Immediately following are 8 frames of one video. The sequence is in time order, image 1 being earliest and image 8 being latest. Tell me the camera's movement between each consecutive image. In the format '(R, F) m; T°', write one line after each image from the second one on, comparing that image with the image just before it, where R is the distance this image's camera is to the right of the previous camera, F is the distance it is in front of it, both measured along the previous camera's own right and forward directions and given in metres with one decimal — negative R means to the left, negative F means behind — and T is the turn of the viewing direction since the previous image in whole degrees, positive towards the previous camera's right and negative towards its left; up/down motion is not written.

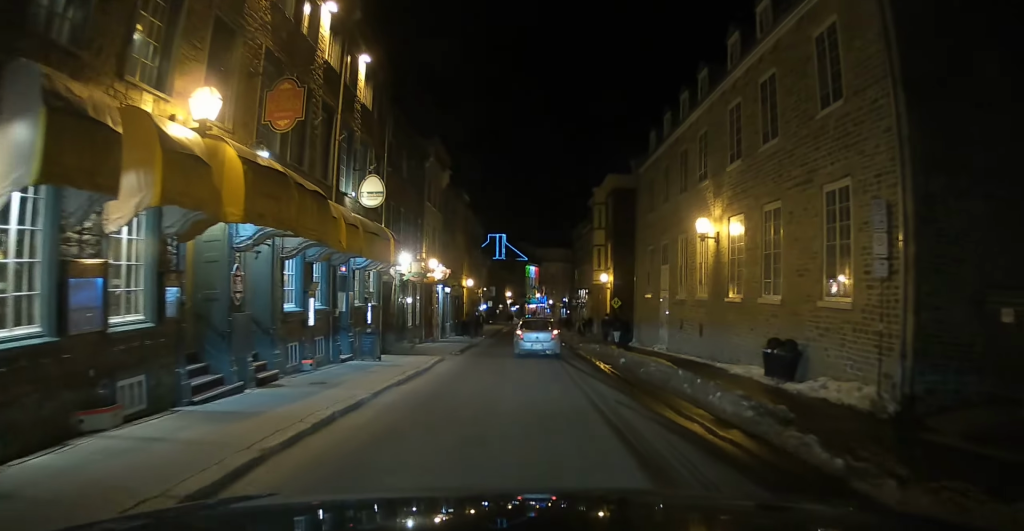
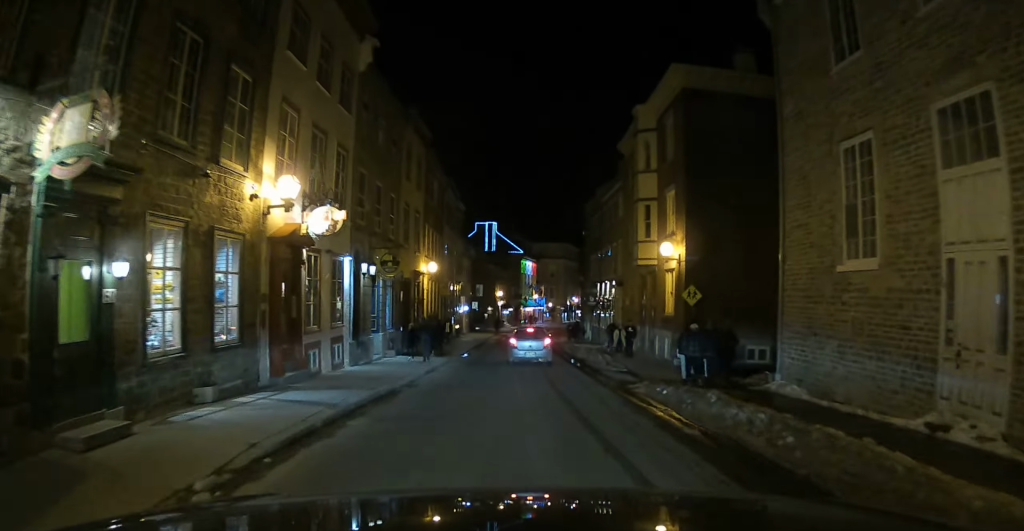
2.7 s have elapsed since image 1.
(-0.6, +21.8) m; -1°
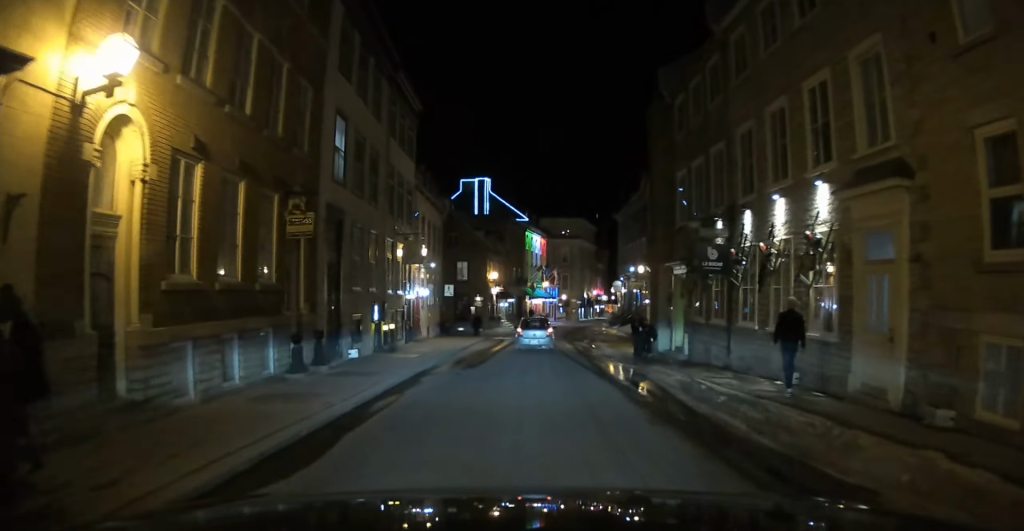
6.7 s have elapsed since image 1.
(+0.6, +31.4) m; +2°
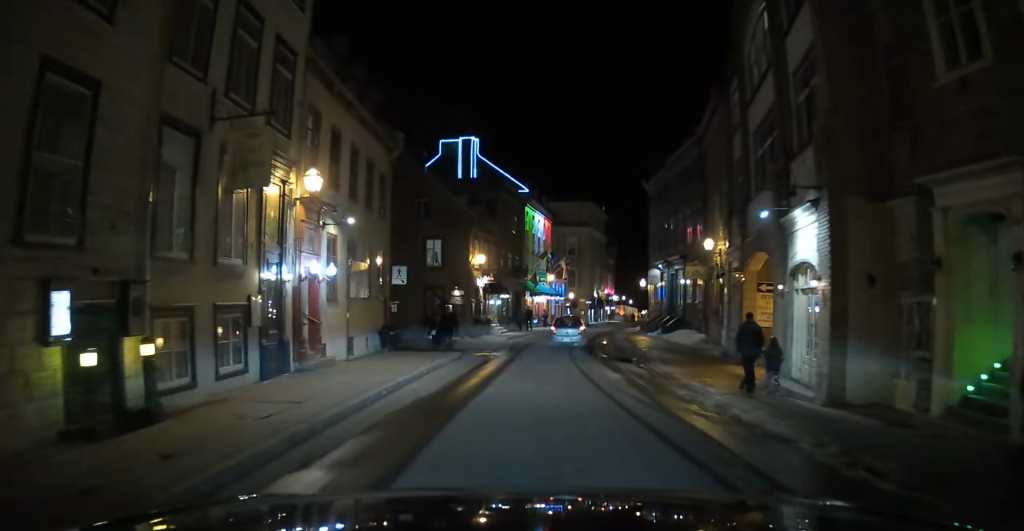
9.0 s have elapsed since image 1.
(-0.1, +17.7) m; +2°
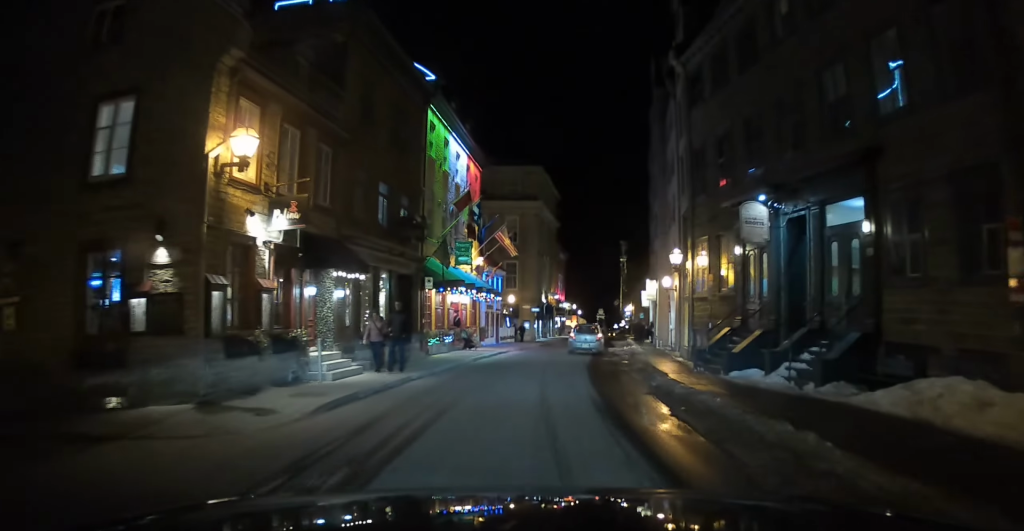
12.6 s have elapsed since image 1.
(+1.2, +26.8) m; +5°
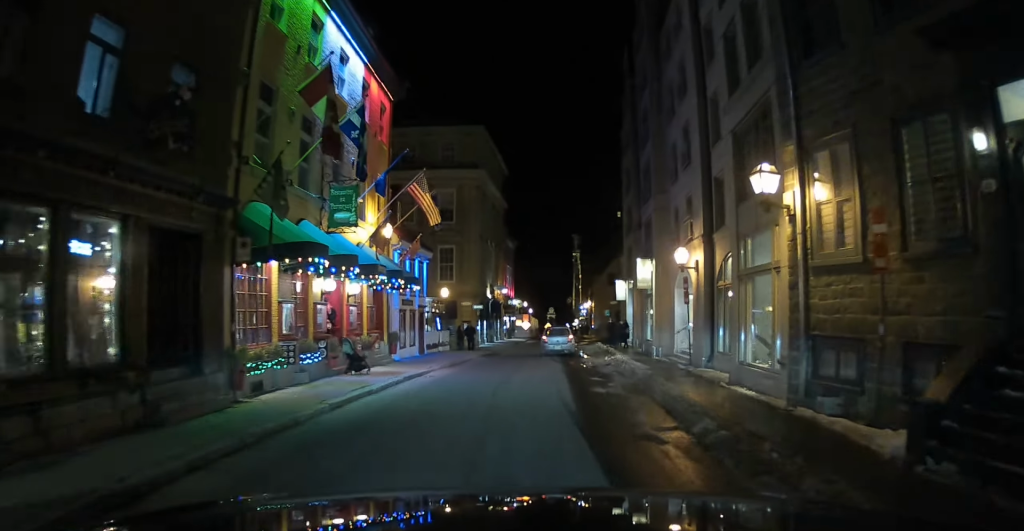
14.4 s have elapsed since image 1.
(+0.4, +13.1) m; +2°
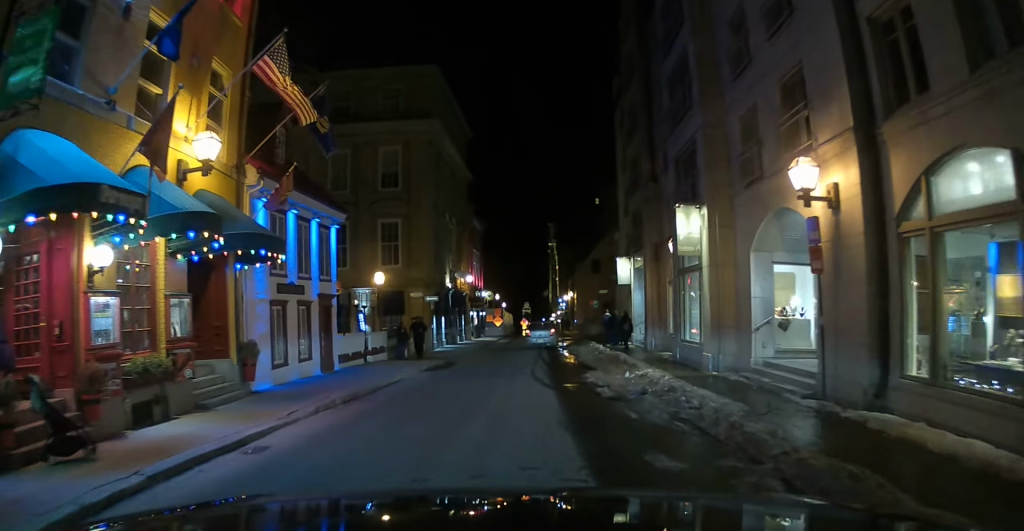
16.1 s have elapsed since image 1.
(-0.1, +12.5) m; +1°
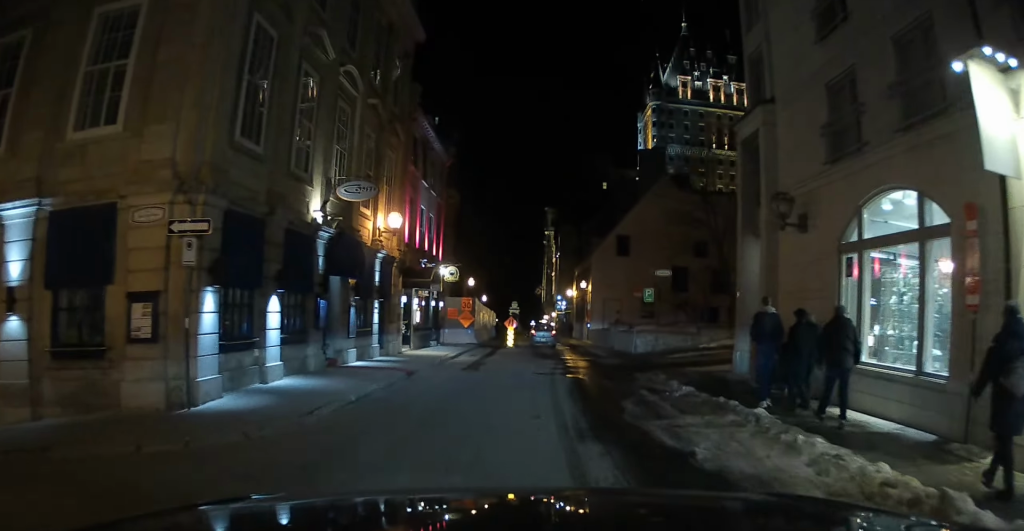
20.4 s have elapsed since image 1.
(+0.6, +28.9) m; +4°
